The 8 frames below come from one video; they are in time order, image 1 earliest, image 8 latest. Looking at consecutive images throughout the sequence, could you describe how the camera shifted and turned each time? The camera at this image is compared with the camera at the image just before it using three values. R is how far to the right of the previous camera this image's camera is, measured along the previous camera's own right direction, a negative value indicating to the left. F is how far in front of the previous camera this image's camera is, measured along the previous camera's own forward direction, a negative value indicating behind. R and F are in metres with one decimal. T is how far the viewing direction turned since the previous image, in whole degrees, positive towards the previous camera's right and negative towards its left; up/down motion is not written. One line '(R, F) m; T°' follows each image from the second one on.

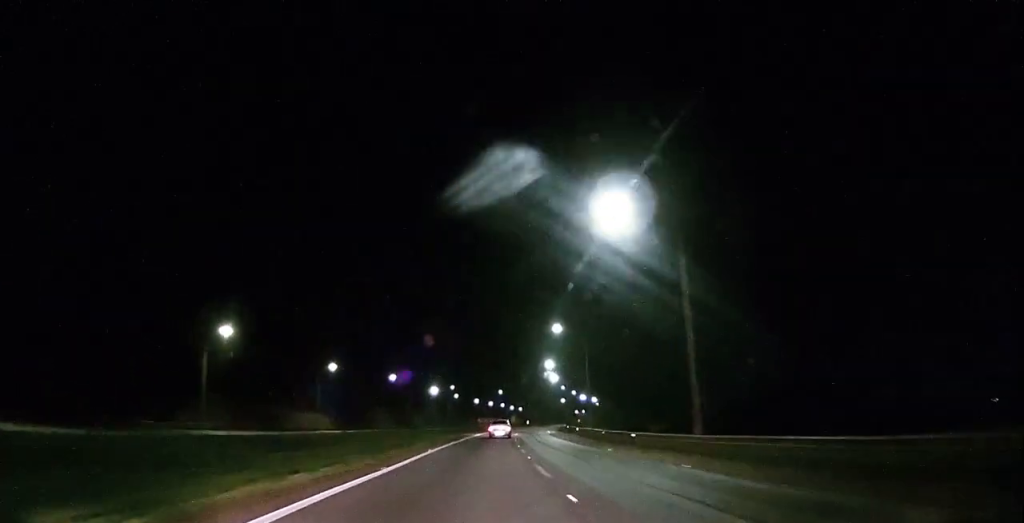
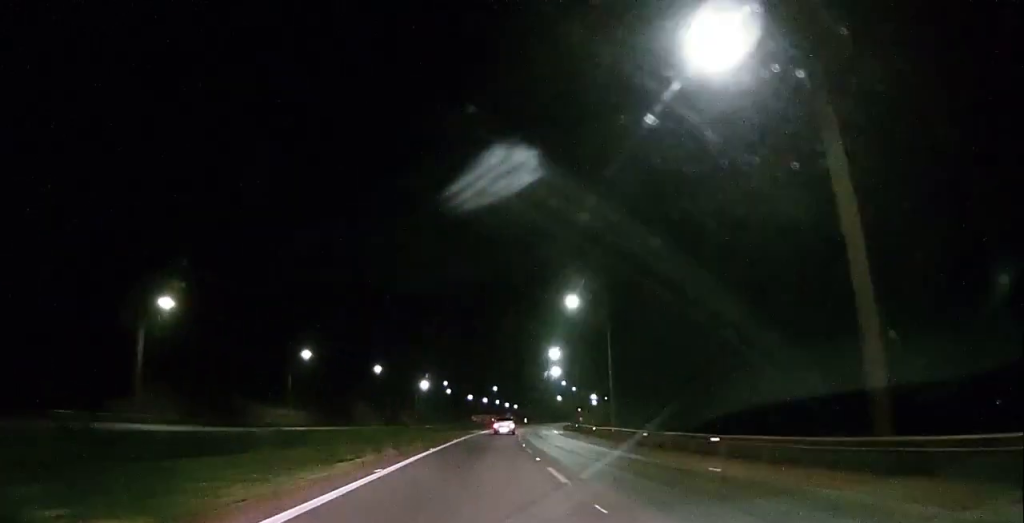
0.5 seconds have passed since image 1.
(+0.1, +14.3) m; +1°
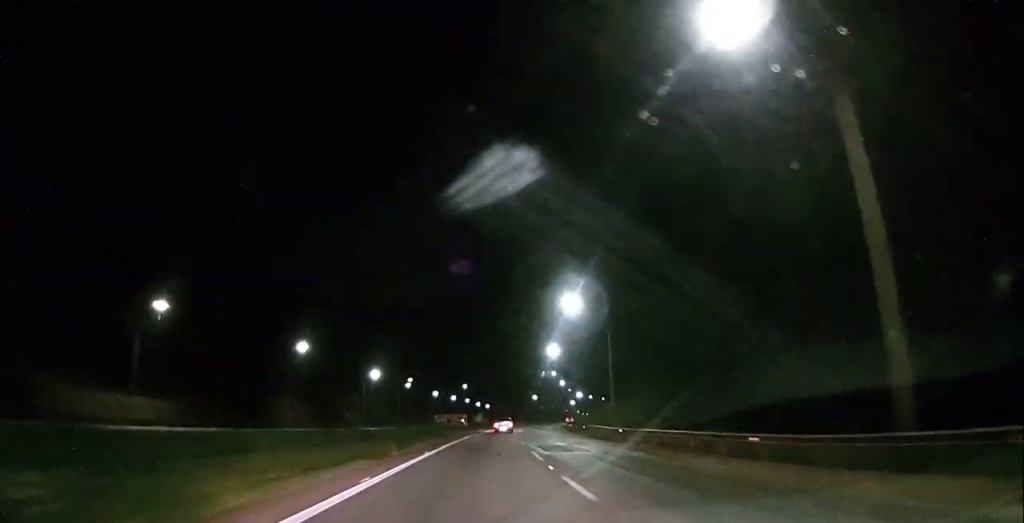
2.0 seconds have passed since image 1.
(+0.9, +39.9) m; +2°
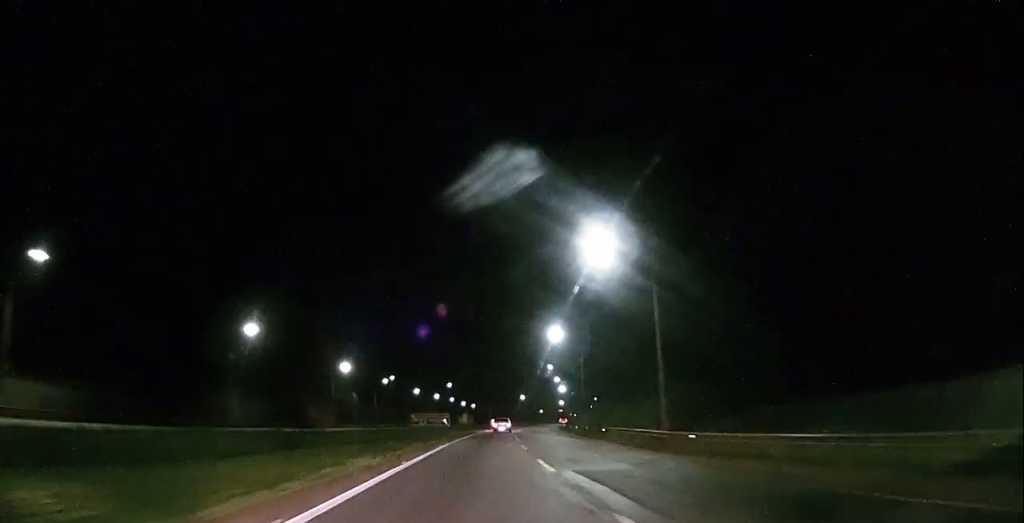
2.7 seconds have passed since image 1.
(+0.1, +17.7) m; +1°
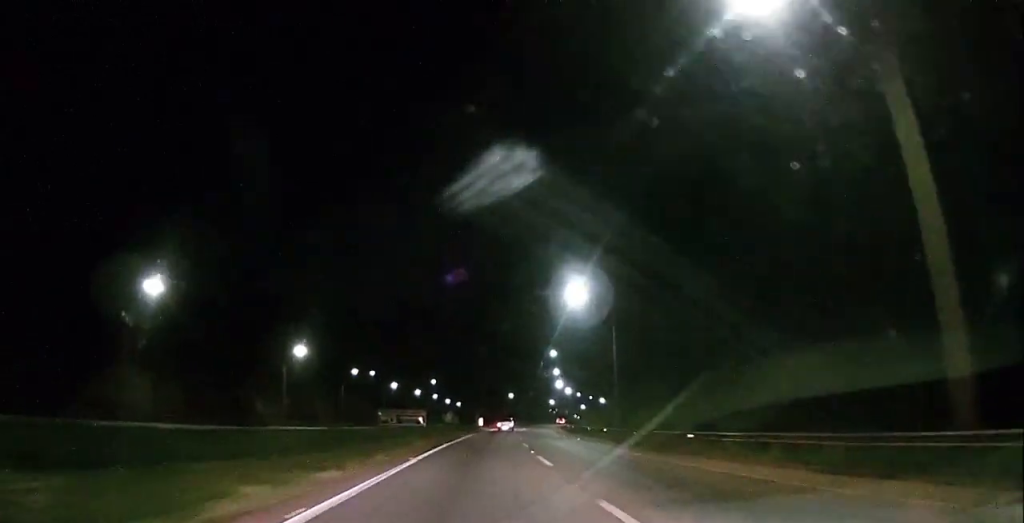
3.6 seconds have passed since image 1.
(+0.3, +23.9) m; +1°
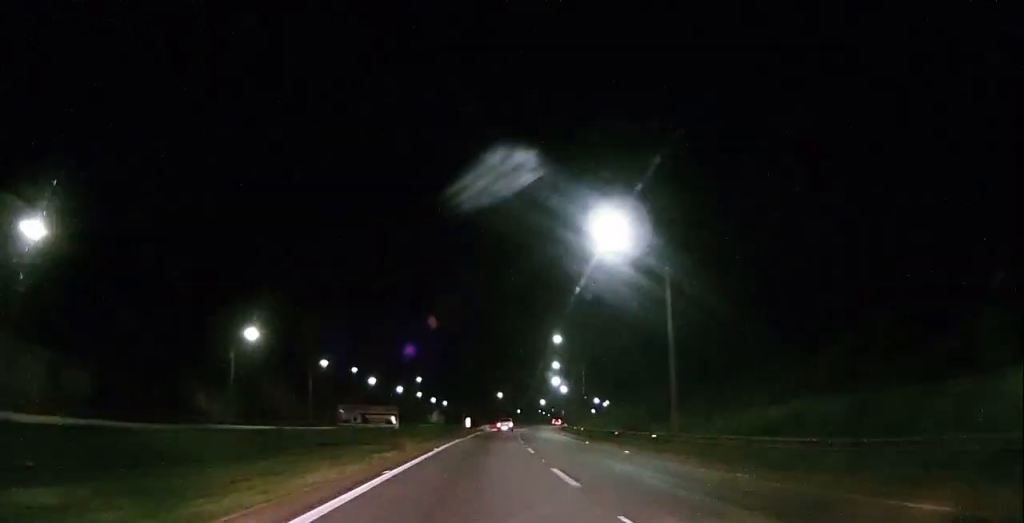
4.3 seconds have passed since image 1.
(+0.1, +17.6) m; +1°
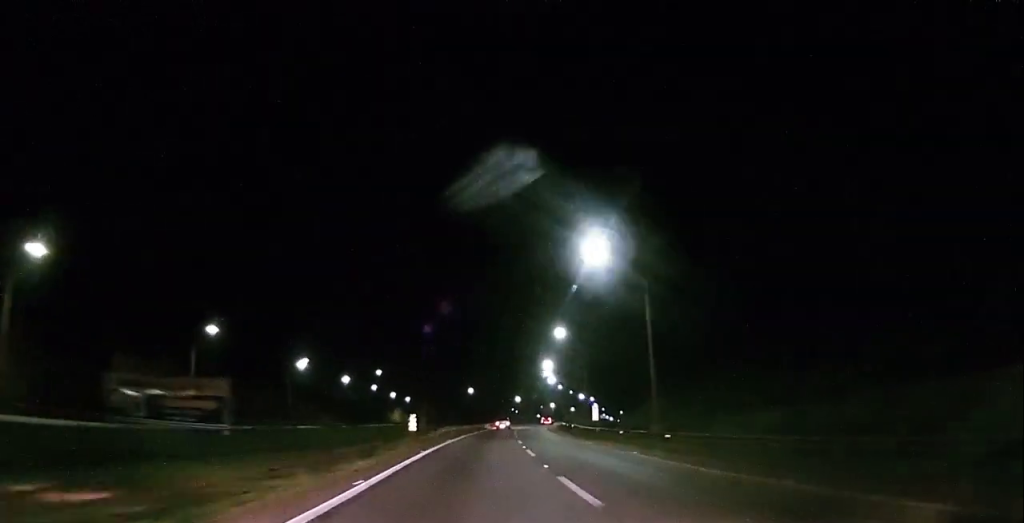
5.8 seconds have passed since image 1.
(+1.0, +40.2) m; +2°
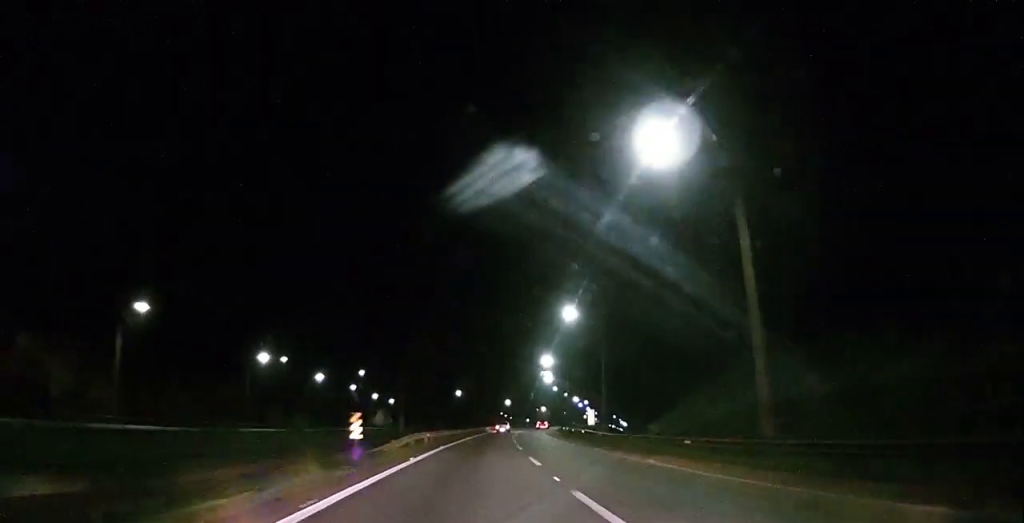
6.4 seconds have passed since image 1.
(0.0, +15.7) m; +1°
